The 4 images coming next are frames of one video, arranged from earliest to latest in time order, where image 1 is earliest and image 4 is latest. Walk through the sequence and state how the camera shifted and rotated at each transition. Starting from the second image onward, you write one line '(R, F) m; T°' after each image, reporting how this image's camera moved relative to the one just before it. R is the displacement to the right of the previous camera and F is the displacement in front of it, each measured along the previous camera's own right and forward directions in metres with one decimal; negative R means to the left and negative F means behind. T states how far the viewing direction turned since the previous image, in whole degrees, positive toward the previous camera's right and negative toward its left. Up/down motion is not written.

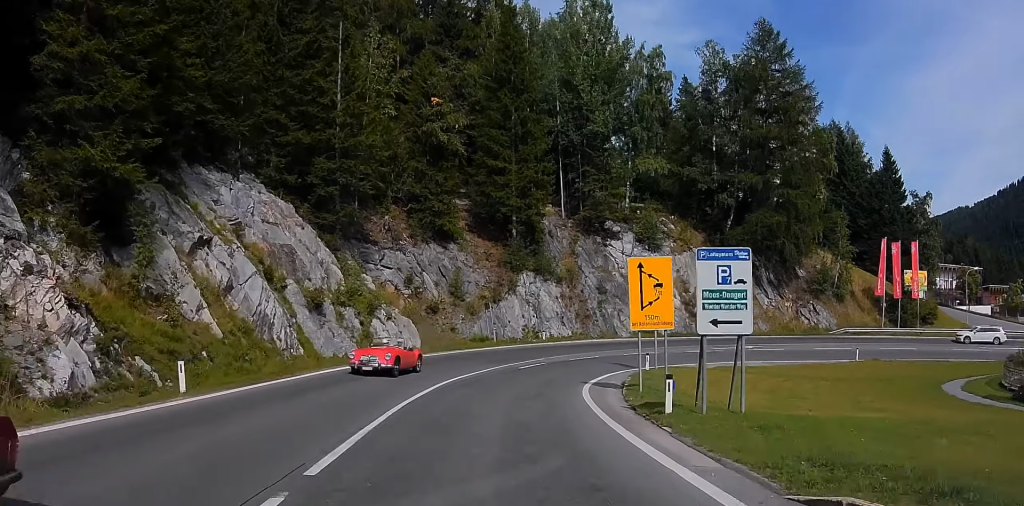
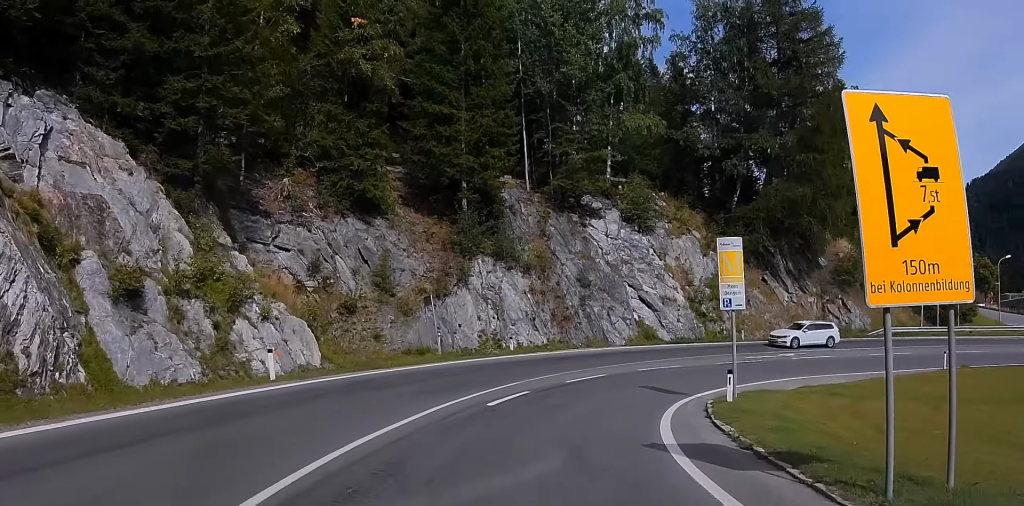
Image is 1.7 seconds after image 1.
(+0.1, +14.4) m; +6°
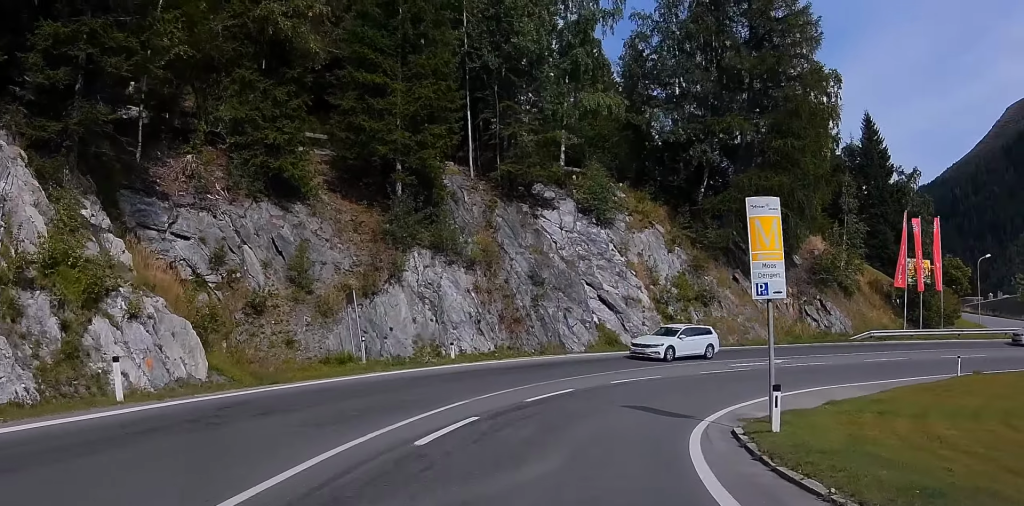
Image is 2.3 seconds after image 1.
(+0.3, +5.4) m; +2°
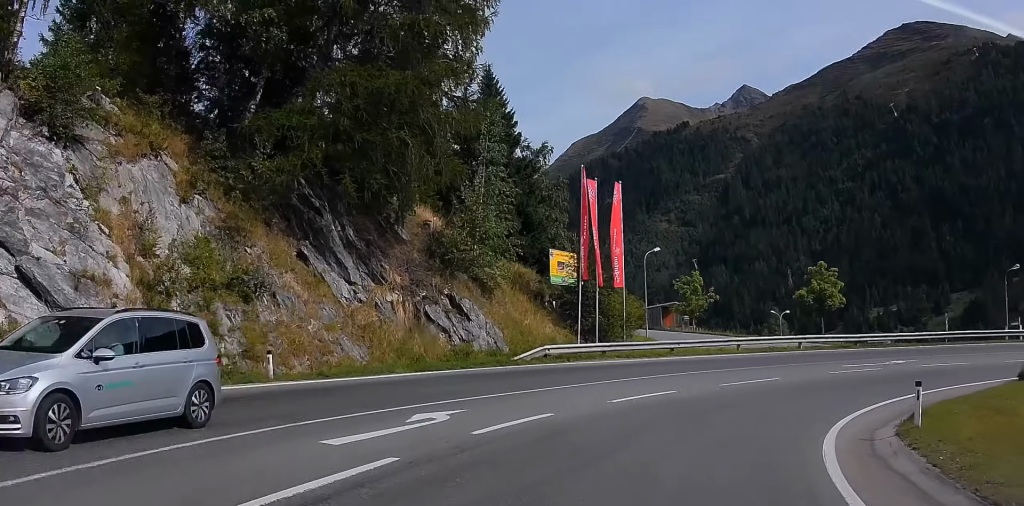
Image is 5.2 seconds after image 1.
(+4.2, +20.7) m; +29°
